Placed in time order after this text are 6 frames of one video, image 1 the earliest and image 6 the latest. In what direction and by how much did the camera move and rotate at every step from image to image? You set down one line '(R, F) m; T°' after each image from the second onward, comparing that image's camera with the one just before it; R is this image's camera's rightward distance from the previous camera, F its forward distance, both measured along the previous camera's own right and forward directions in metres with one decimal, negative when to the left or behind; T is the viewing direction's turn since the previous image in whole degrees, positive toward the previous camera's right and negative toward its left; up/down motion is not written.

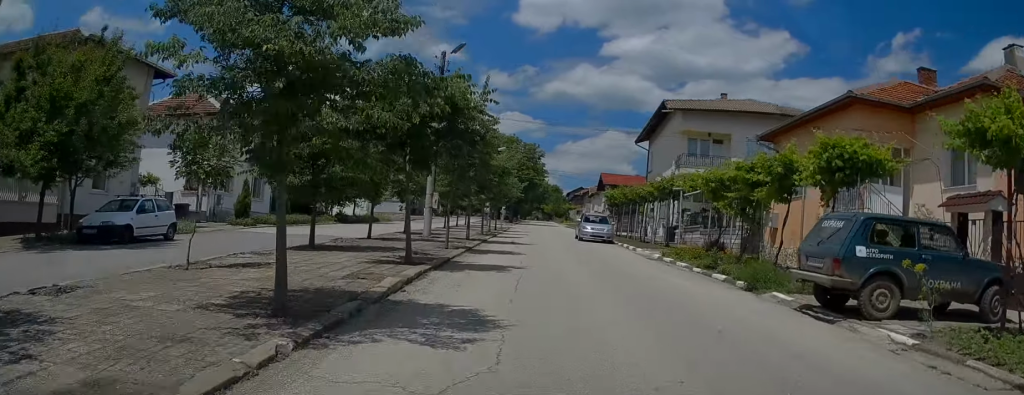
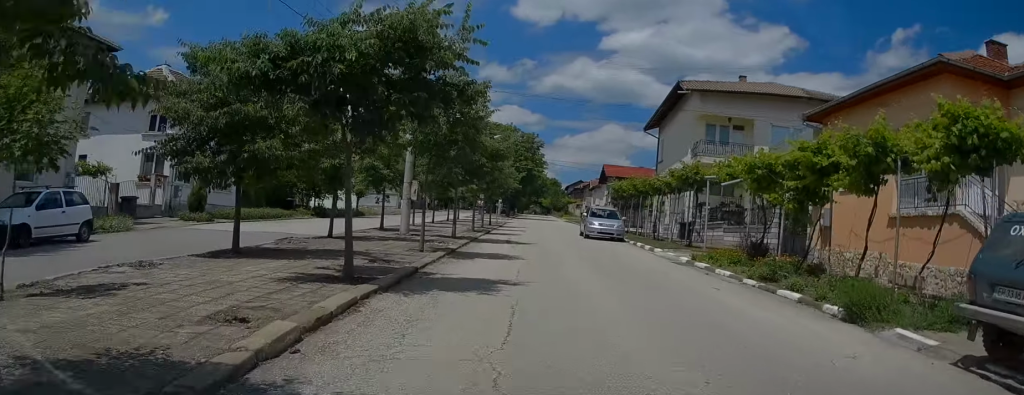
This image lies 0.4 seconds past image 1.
(+0.1, +4.5) m; 0°
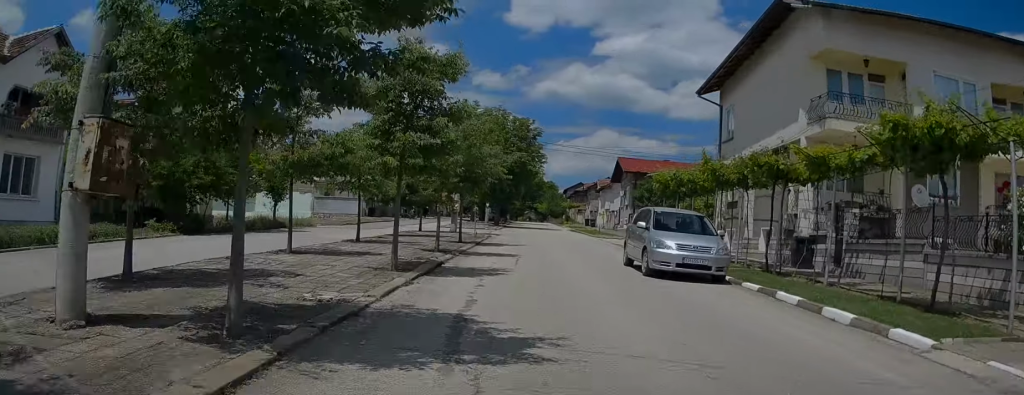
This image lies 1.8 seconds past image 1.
(+0.1, +16.1) m; -1°
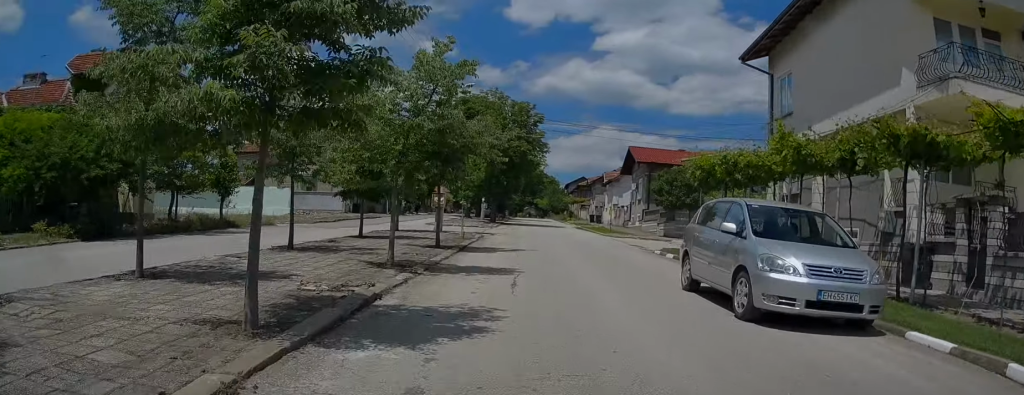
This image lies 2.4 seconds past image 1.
(-0.1, +6.3) m; 0°
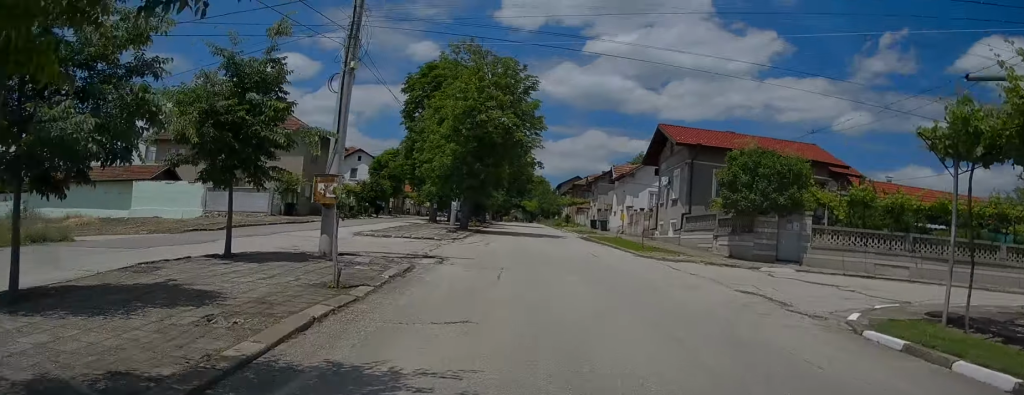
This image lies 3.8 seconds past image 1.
(+0.1, +16.0) m; +2°
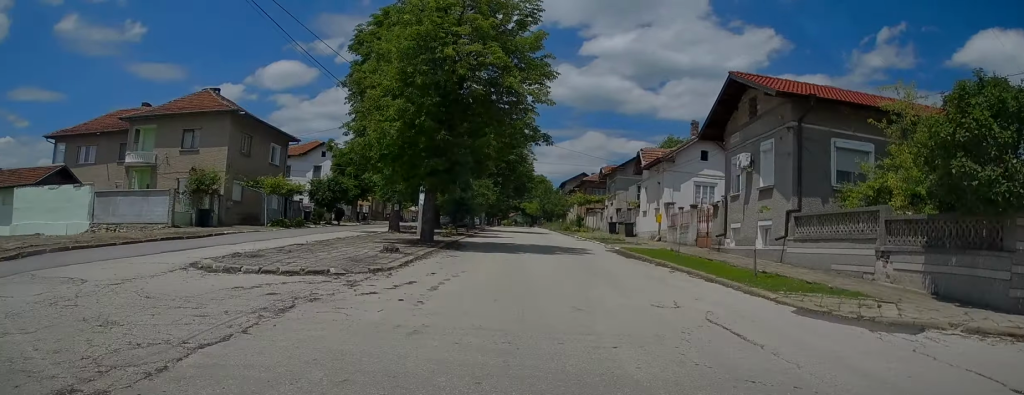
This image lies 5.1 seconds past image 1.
(0.0, +14.0) m; -2°
